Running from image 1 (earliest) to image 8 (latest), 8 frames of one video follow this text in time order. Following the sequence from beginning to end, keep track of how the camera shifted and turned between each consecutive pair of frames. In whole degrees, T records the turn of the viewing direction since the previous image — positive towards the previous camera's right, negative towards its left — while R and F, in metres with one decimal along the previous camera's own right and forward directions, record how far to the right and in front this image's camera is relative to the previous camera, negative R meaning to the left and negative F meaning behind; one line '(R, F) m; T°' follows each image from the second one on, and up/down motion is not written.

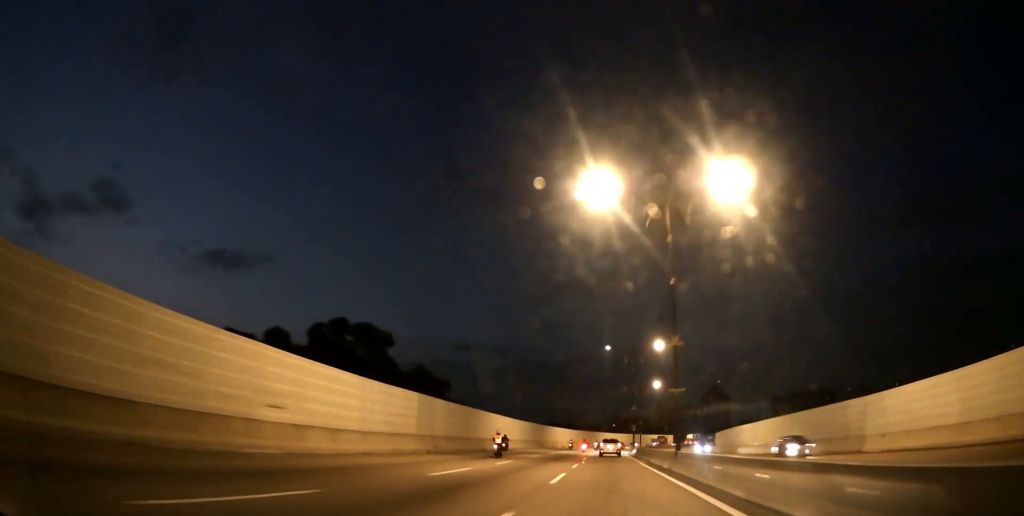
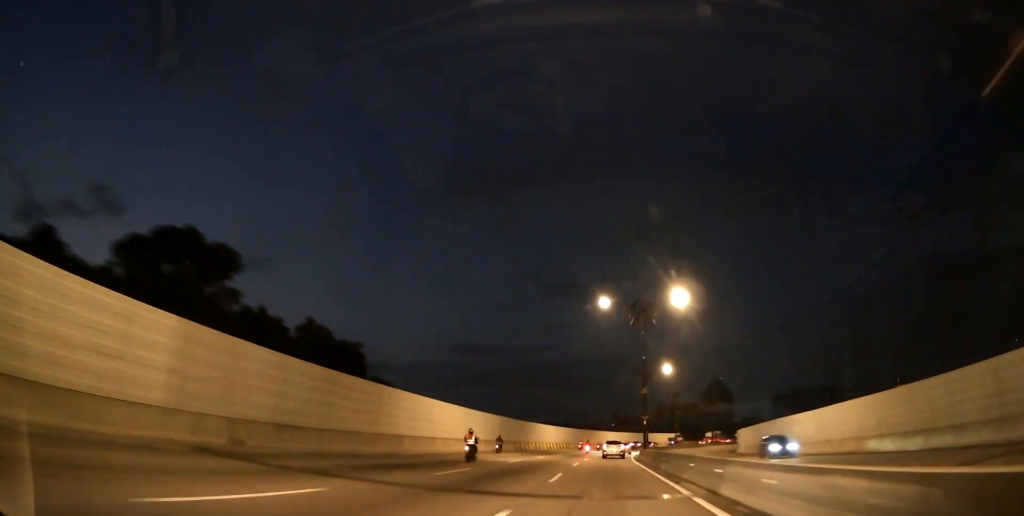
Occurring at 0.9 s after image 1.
(0.0, +21.2) m; 0°
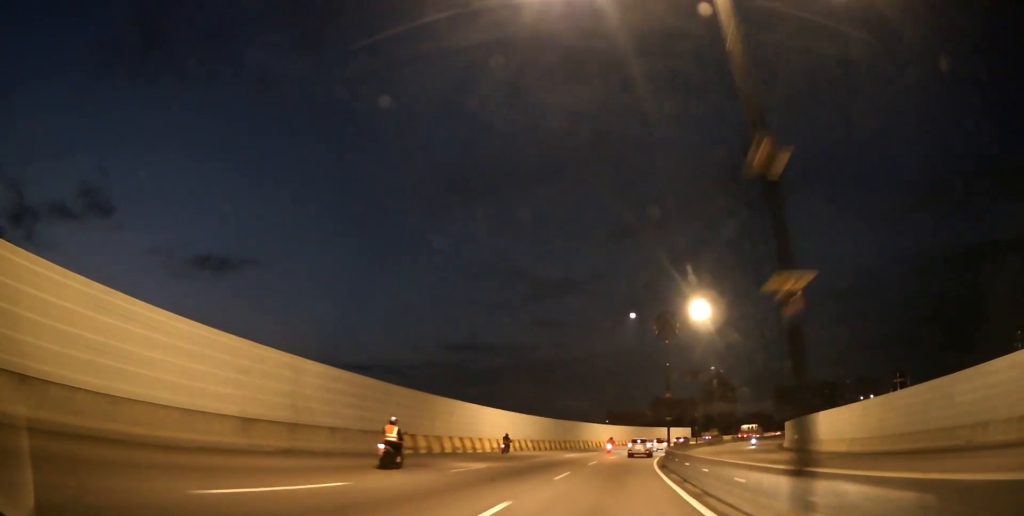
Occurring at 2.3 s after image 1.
(+0.1, +34.4) m; +1°
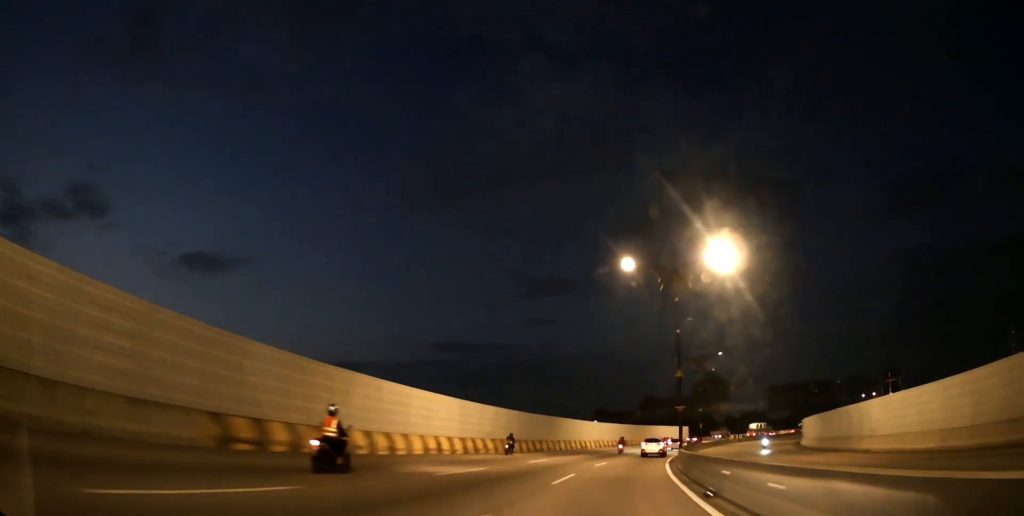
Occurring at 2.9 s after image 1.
(+0.1, +14.1) m; +1°
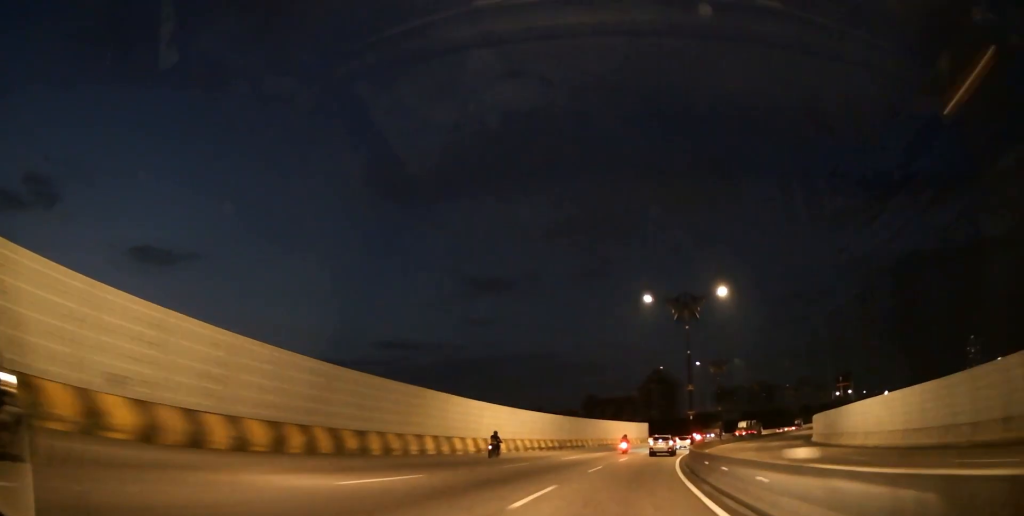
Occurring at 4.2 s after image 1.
(+1.2, +30.9) m; +6°
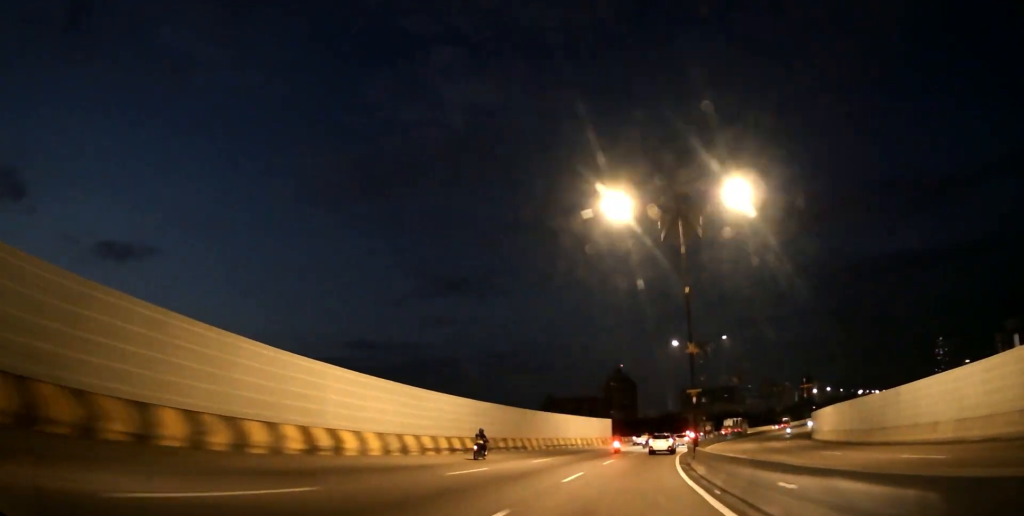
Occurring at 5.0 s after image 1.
(+0.6, +17.8) m; +4°
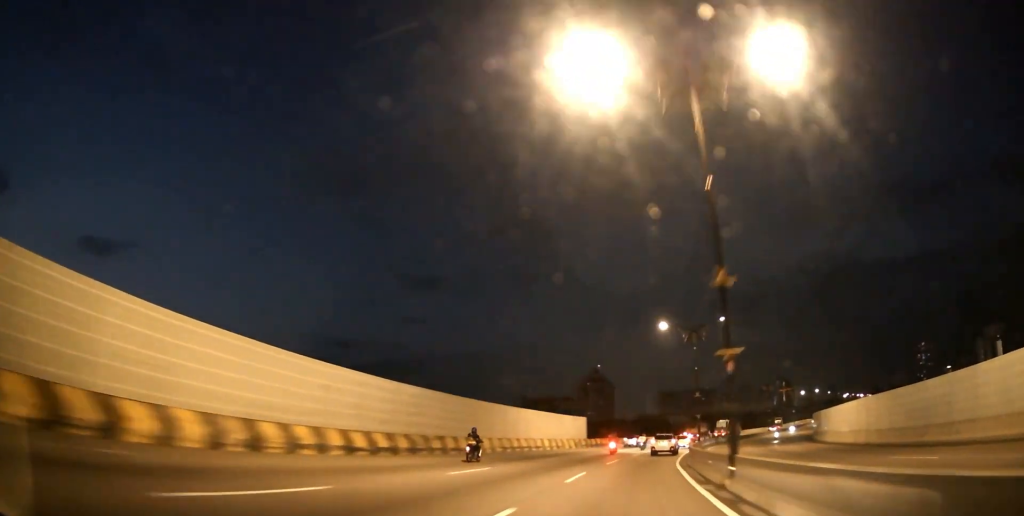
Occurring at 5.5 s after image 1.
(+0.2, +11.6) m; +3°
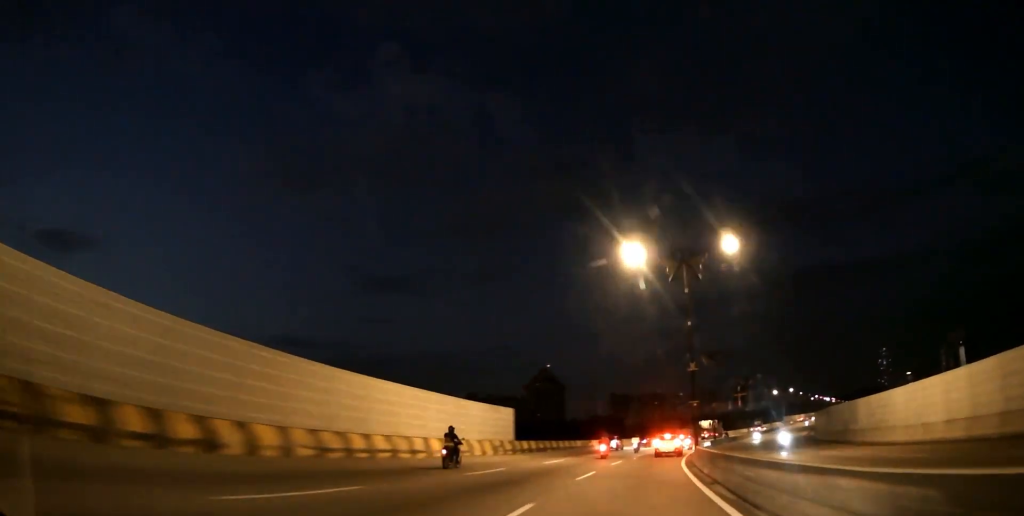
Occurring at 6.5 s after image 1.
(+0.9, +21.4) m; +5°
